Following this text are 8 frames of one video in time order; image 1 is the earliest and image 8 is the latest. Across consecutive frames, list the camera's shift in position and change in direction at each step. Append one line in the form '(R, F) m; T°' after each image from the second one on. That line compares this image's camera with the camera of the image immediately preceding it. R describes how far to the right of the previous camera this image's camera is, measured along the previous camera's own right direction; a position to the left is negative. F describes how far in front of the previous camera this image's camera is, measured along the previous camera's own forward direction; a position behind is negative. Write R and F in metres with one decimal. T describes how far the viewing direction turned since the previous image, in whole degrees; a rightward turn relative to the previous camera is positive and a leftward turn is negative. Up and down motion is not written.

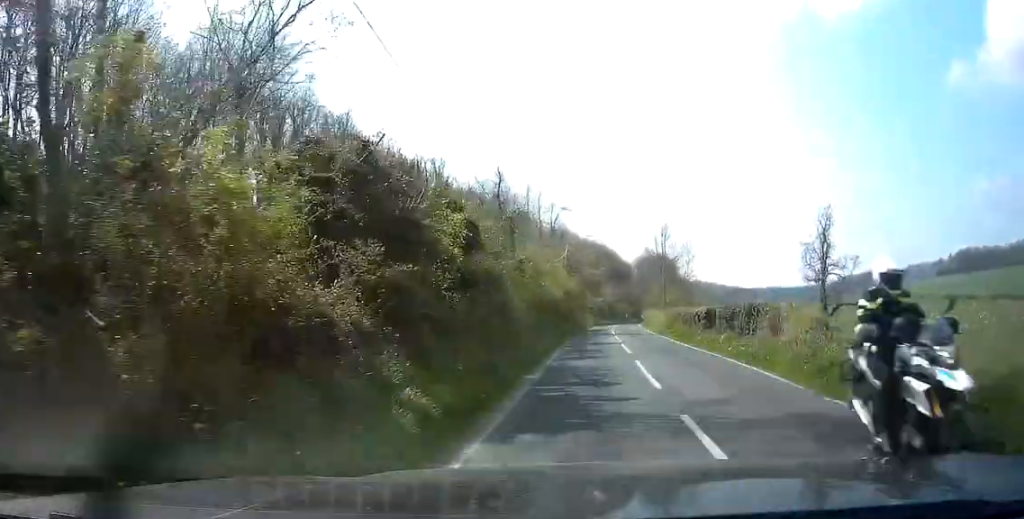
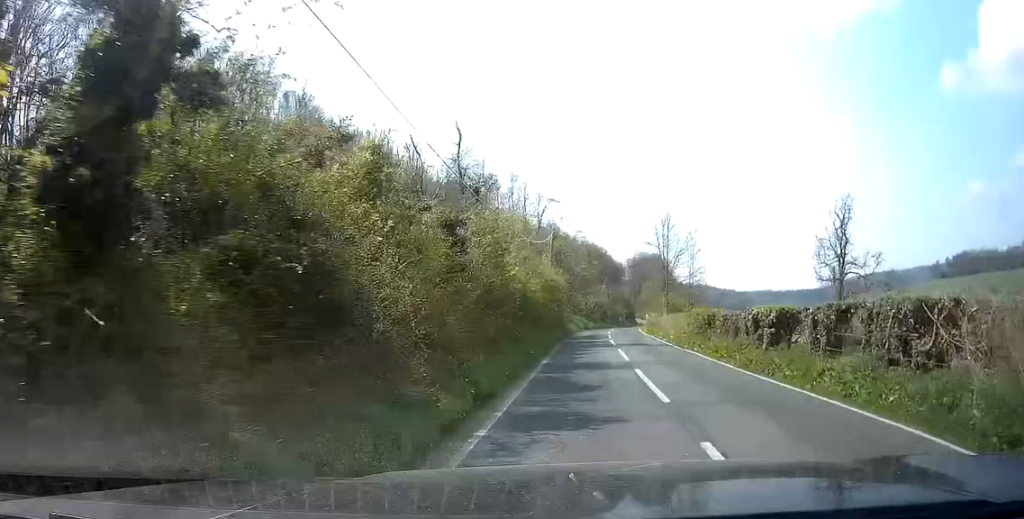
(-0.3, +8.9) m; -1°
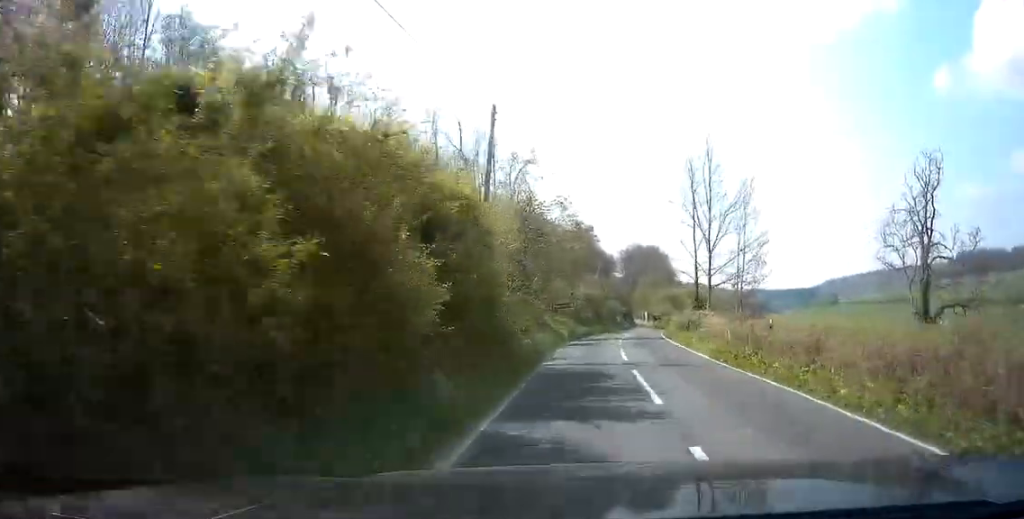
(+1.3, +24.0) m; +9°
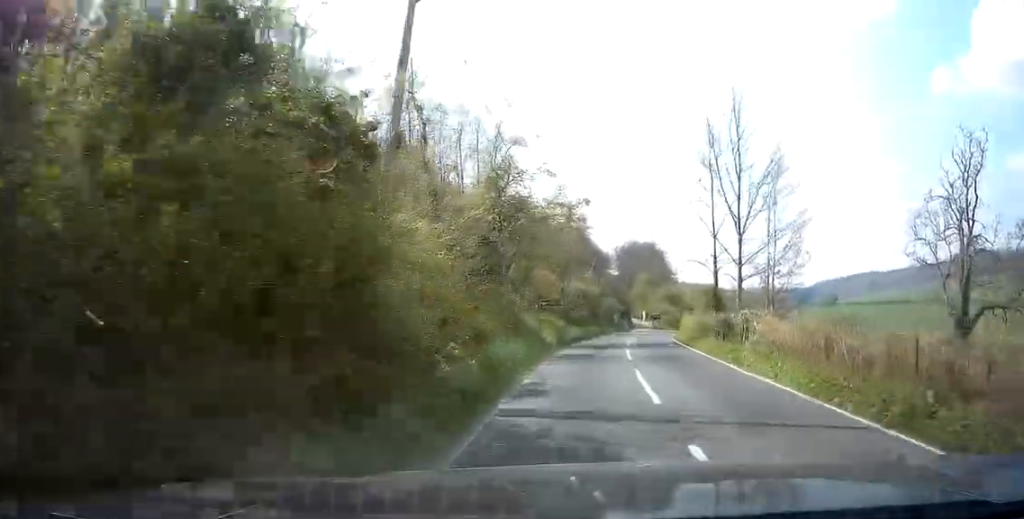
(+0.4, +8.8) m; +4°
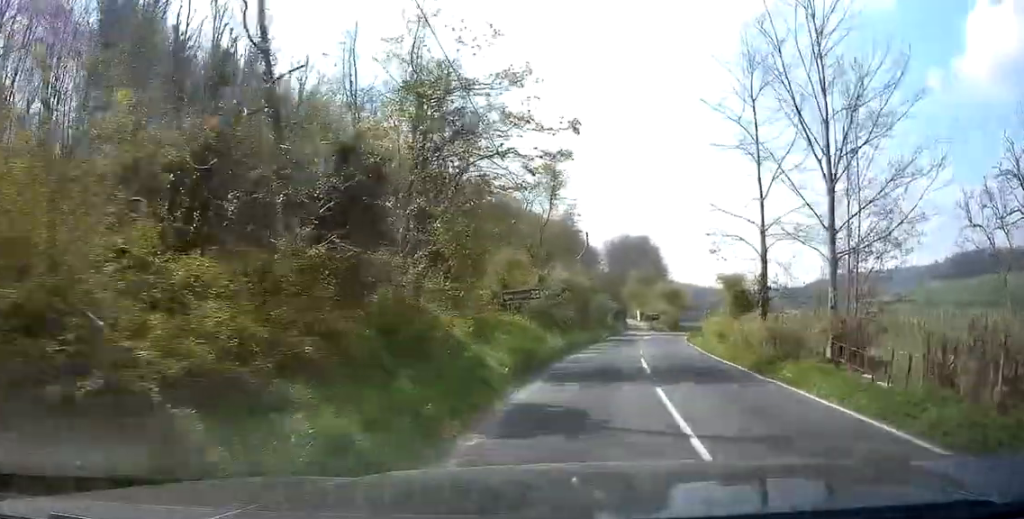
(+0.7, +13.6) m; +4°
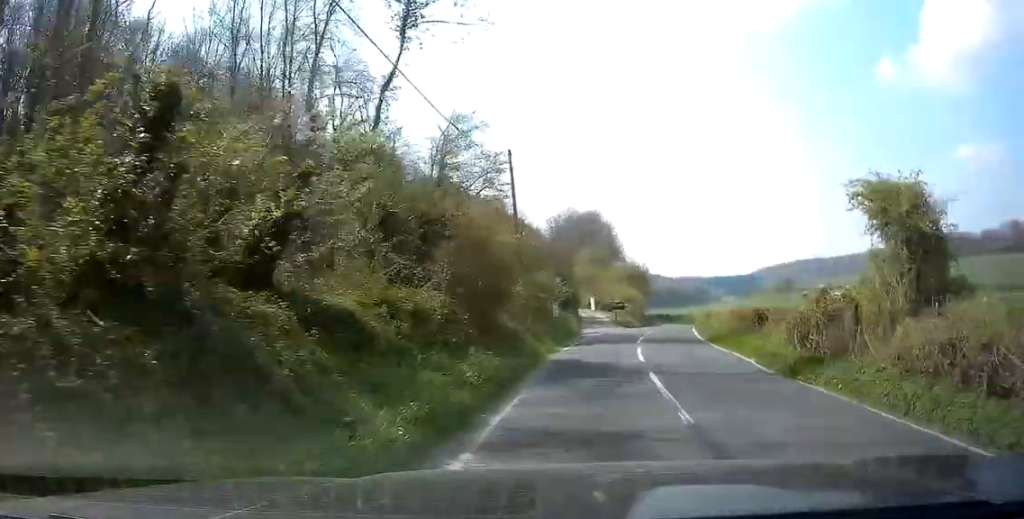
(+1.0, +29.8) m; +1°
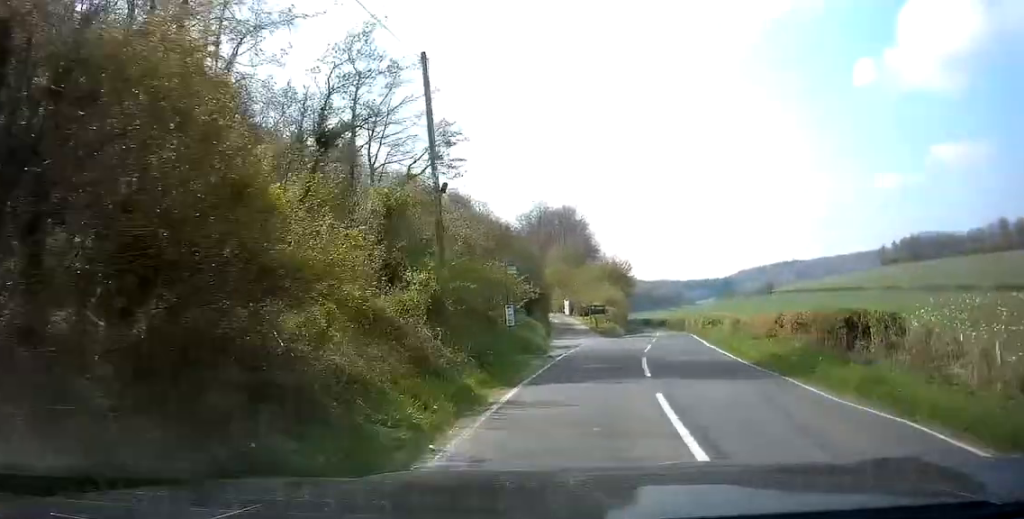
(-0.4, +12.8) m; 0°
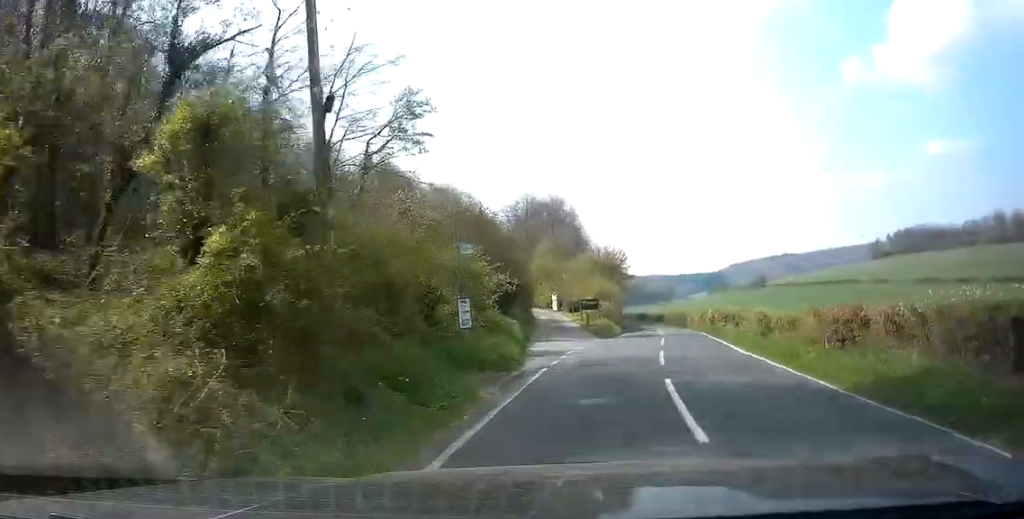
(+0.2, +8.7) m; +2°
